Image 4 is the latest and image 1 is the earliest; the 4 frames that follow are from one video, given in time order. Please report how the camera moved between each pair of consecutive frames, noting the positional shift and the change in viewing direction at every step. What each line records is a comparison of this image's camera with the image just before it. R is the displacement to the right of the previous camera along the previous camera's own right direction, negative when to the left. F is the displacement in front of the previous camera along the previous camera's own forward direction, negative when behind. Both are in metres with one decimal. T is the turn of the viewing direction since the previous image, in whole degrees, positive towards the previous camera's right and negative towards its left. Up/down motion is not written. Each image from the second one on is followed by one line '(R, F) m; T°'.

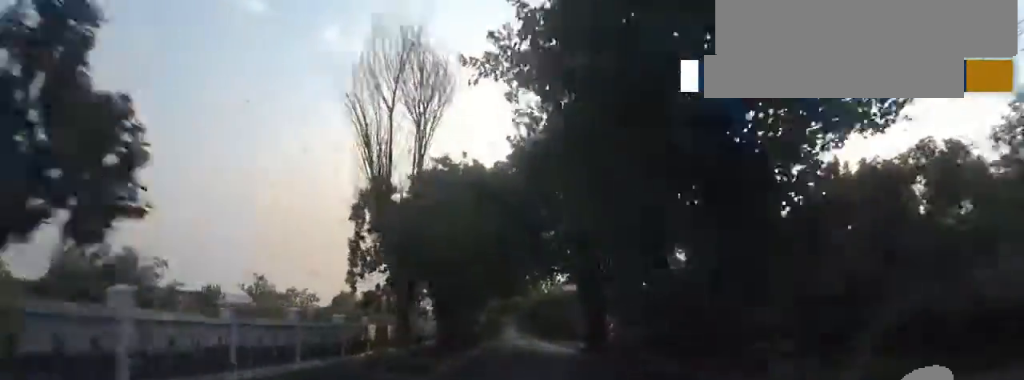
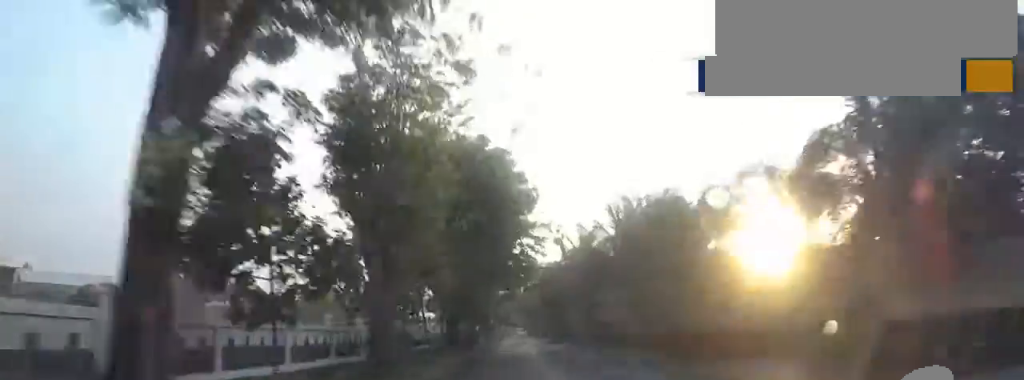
(+1.2, +50.7) m; +4°
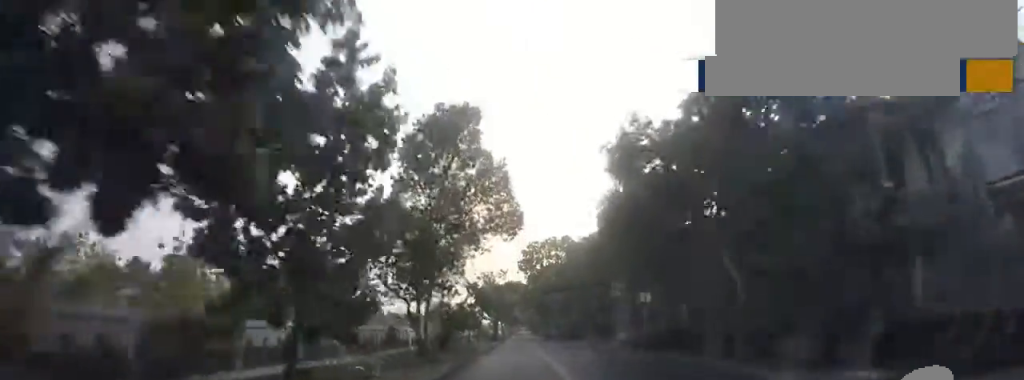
(+0.5, +38.6) m; +1°
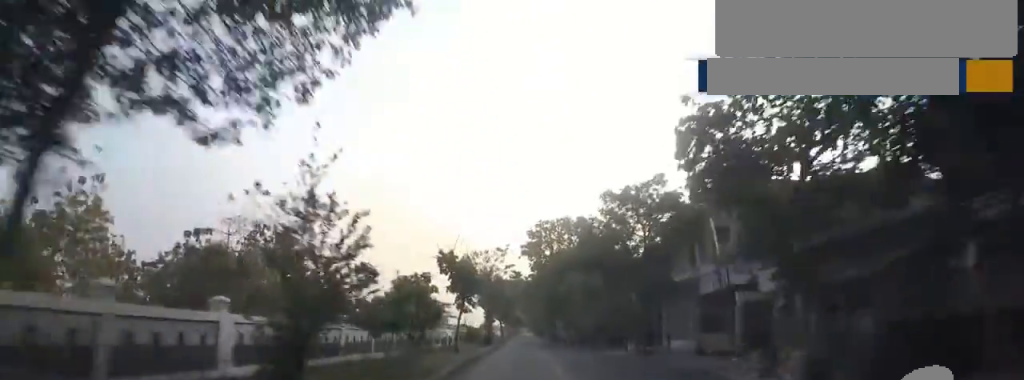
(0.0, +15.8) m; -1°
